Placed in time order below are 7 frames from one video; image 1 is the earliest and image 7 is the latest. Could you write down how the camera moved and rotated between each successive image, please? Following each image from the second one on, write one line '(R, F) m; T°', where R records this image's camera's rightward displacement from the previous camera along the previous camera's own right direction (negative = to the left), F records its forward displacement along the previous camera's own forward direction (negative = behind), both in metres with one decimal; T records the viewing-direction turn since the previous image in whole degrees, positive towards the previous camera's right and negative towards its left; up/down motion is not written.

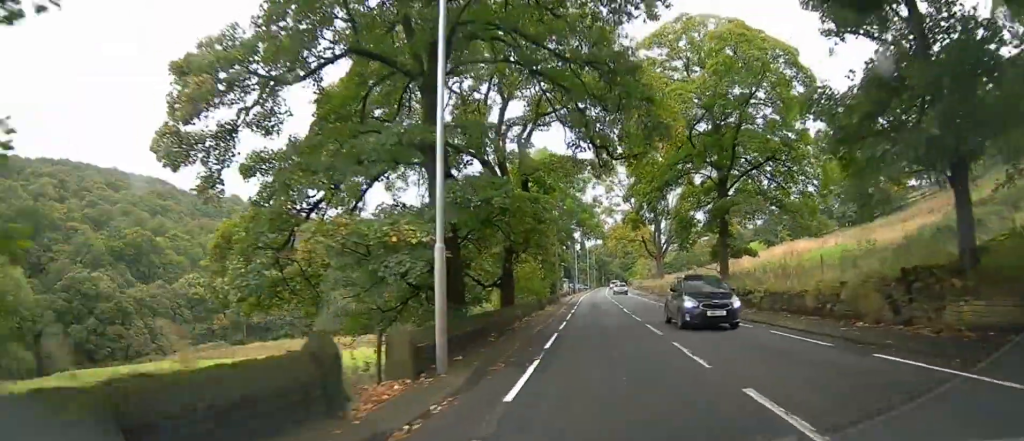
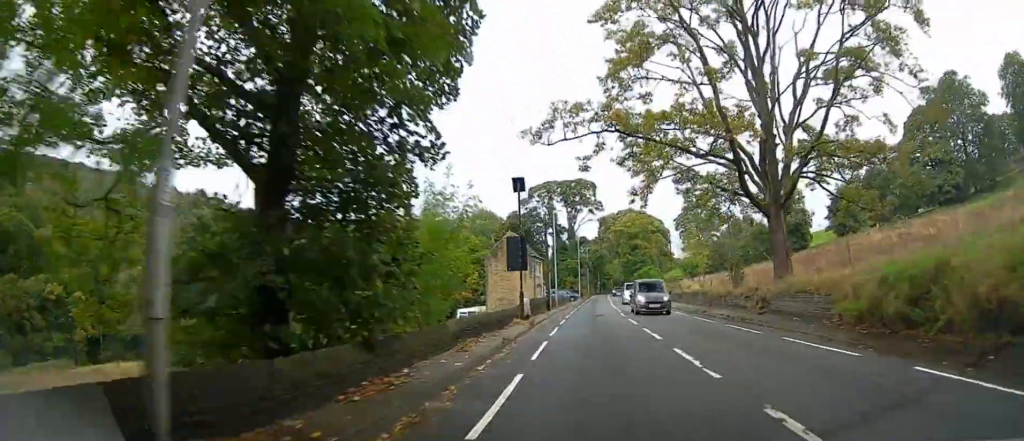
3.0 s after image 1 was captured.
(+0.6, +42.5) m; +1°
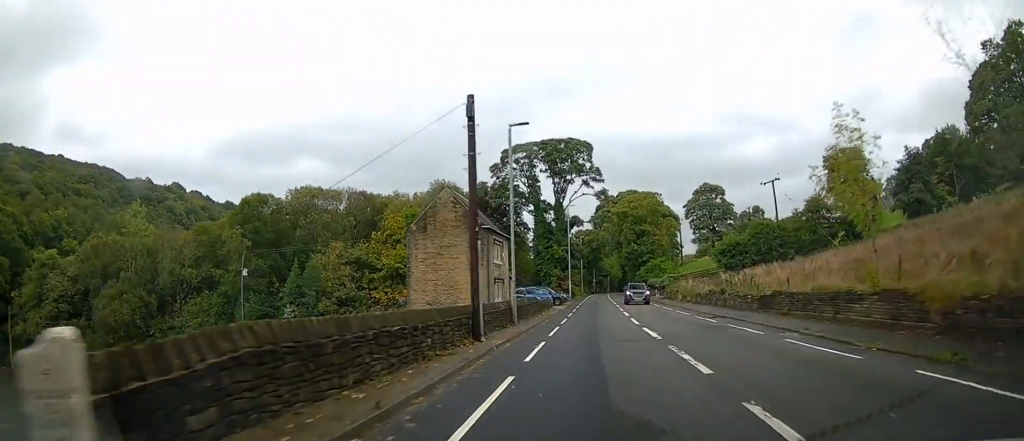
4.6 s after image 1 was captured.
(-0.2, +23.5) m; 0°
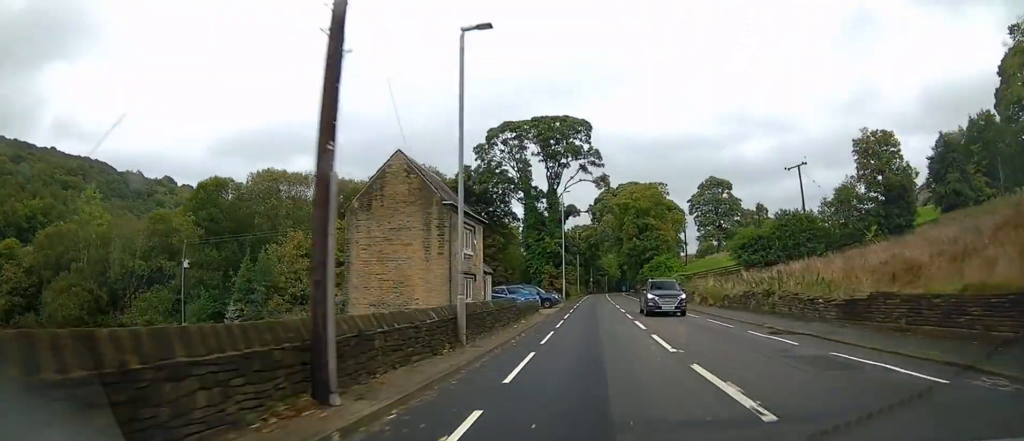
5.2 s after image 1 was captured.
(0.0, +8.5) m; 0°
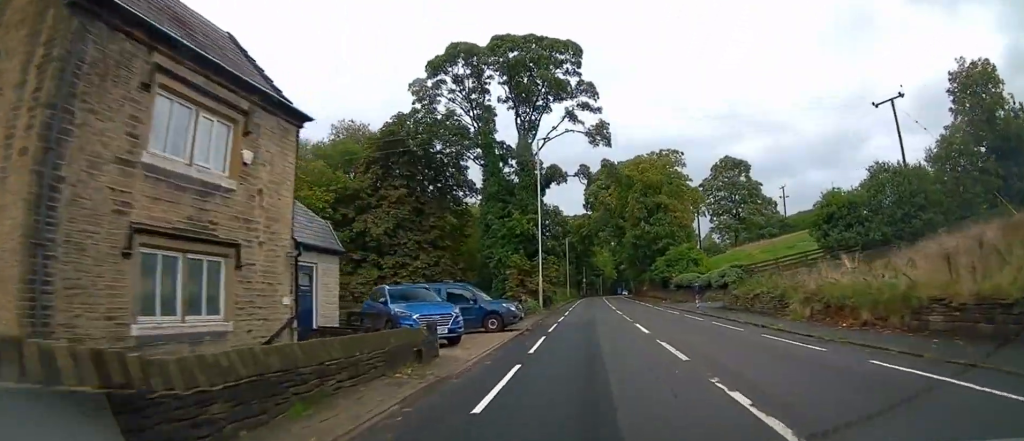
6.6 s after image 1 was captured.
(+0.2, +19.9) m; +1°
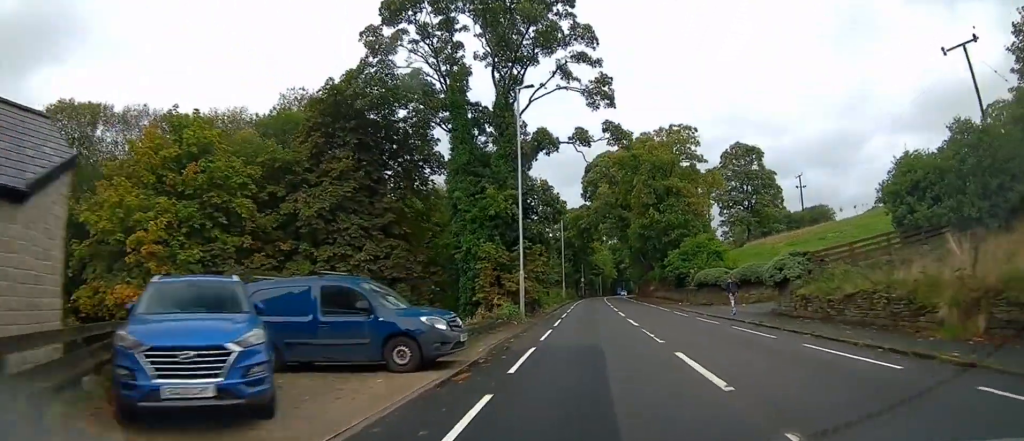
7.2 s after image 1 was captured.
(0.0, +9.0) m; 0°
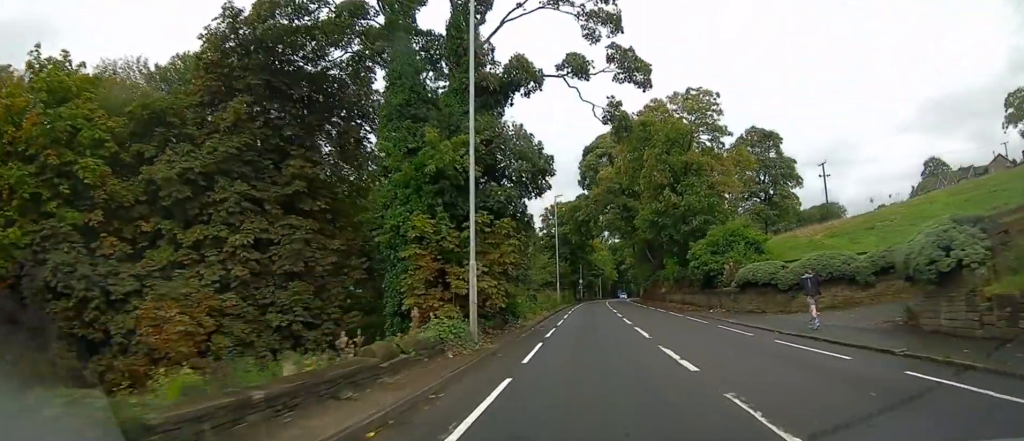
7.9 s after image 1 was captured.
(+0.1, +9.9) m; 0°
